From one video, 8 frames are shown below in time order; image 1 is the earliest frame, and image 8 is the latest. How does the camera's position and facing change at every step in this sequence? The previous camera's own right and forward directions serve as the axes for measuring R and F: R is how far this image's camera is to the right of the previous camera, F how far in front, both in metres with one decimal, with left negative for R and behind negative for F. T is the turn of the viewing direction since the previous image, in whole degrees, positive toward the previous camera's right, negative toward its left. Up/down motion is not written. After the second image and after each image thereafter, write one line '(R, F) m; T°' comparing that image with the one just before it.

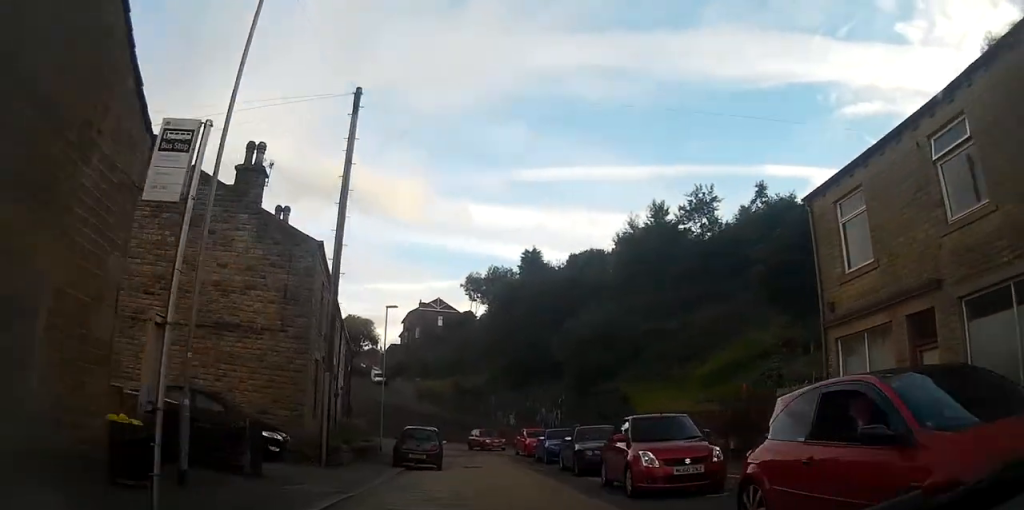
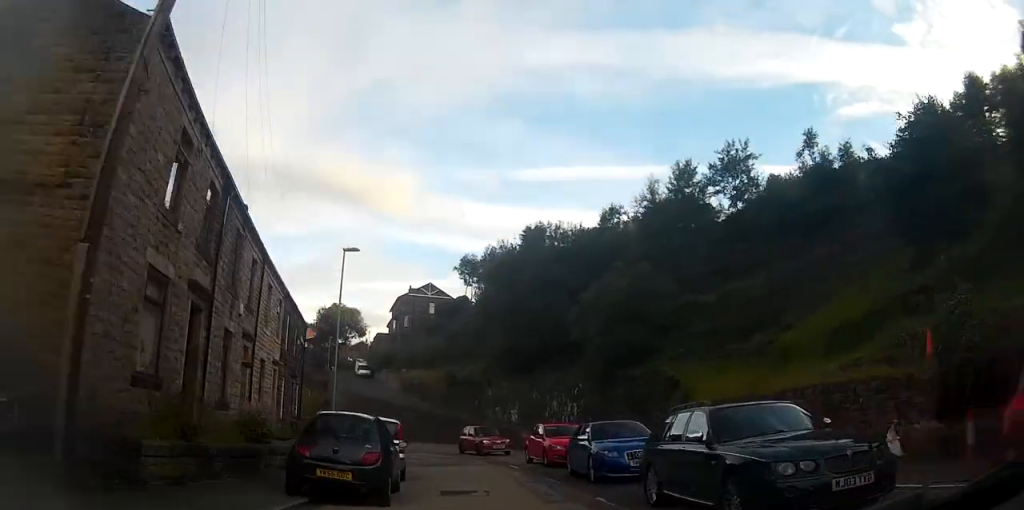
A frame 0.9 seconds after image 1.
(+0.1, +11.1) m; 0°
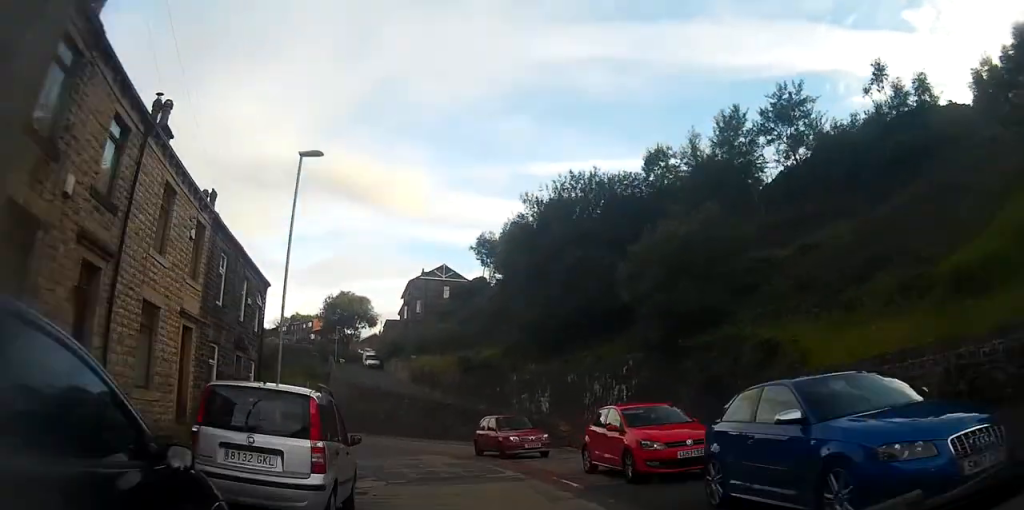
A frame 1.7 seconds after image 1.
(0.0, +9.1) m; -4°
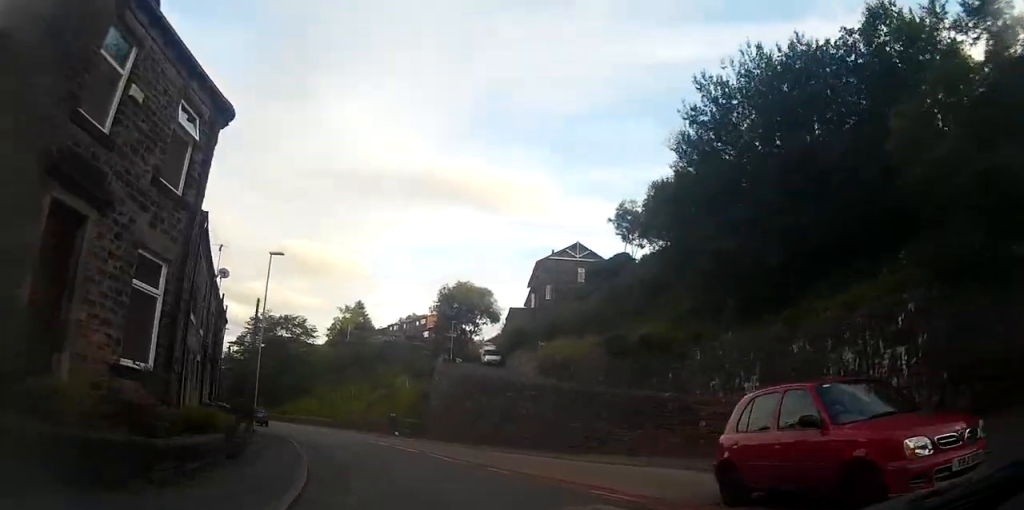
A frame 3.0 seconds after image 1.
(-1.3, +15.1) m; -9°
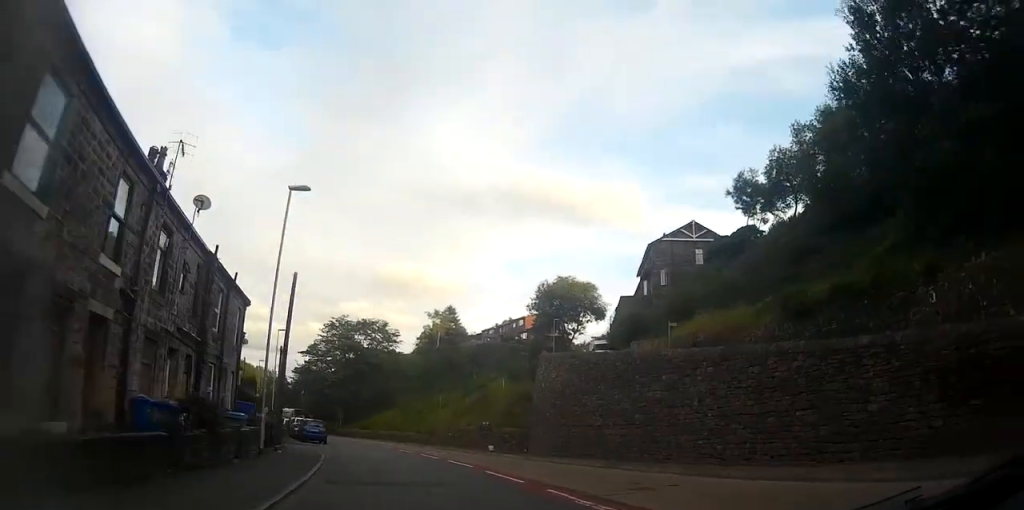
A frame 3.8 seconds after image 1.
(-0.3, +10.5) m; -8°
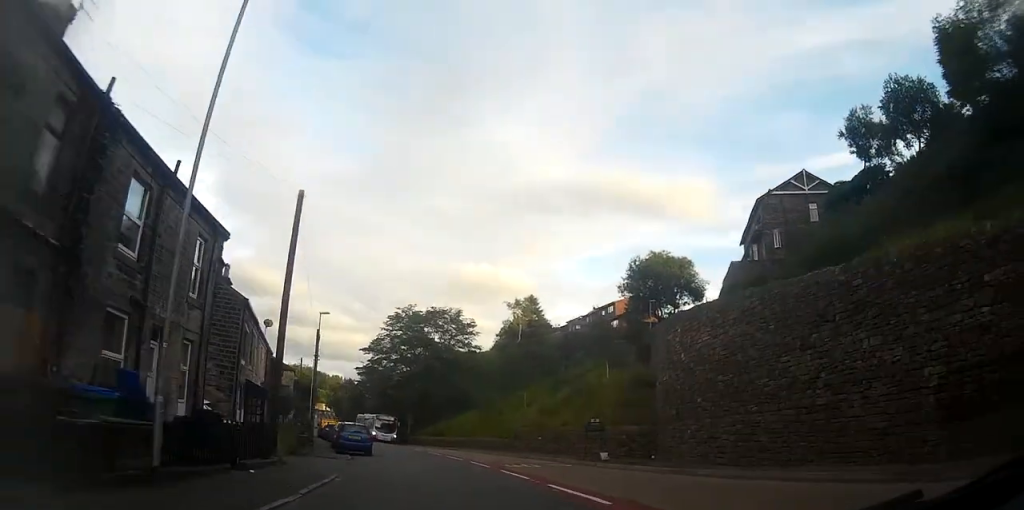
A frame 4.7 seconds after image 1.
(-1.1, +10.3) m; -8°
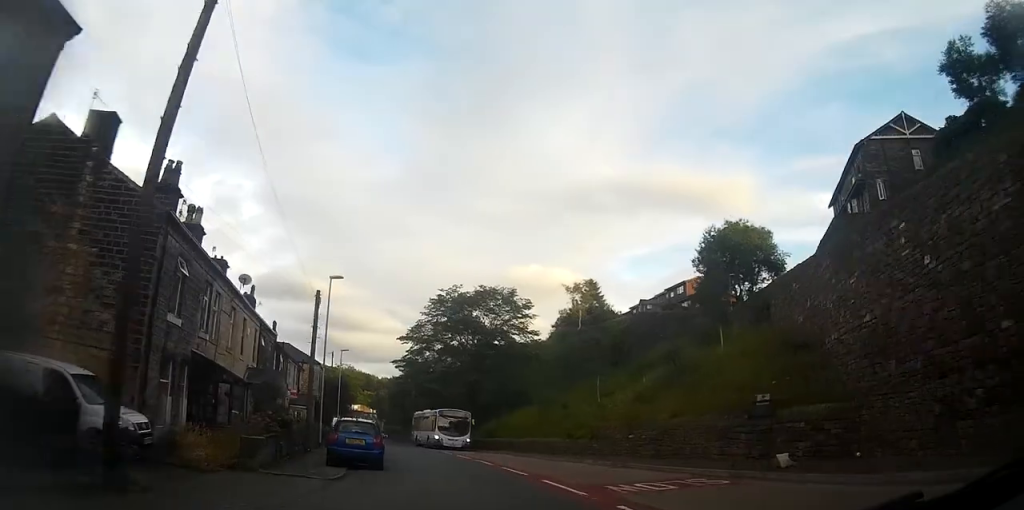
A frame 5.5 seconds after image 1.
(-0.6, +10.6) m; -5°
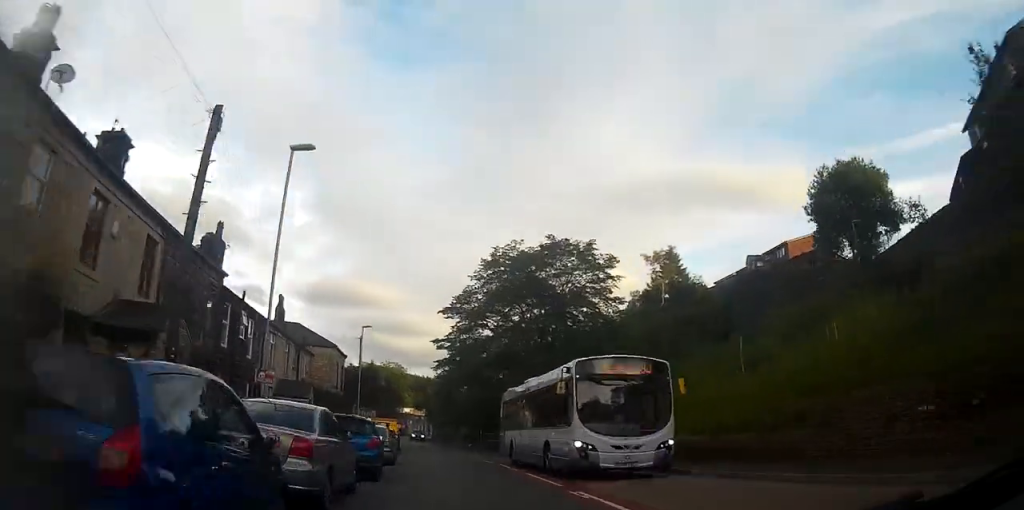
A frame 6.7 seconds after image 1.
(-0.7, +15.2) m; -5°
